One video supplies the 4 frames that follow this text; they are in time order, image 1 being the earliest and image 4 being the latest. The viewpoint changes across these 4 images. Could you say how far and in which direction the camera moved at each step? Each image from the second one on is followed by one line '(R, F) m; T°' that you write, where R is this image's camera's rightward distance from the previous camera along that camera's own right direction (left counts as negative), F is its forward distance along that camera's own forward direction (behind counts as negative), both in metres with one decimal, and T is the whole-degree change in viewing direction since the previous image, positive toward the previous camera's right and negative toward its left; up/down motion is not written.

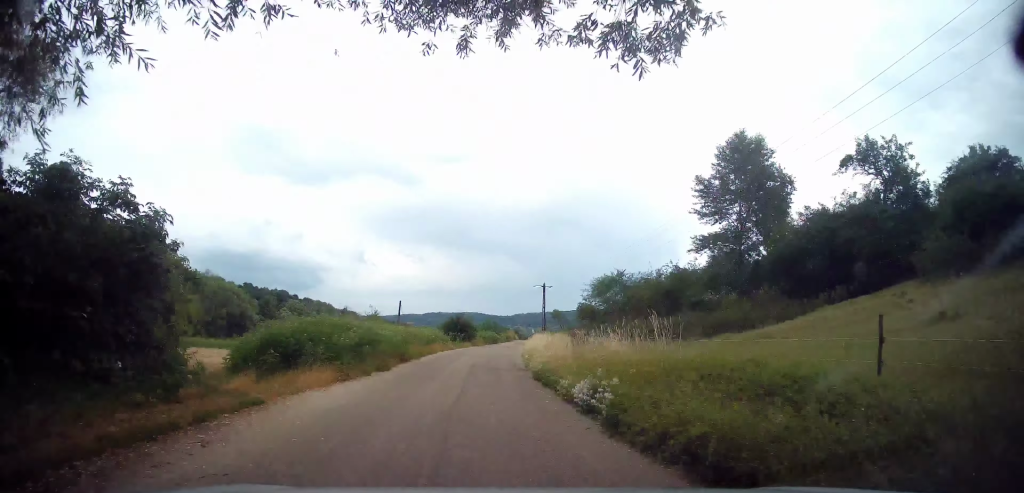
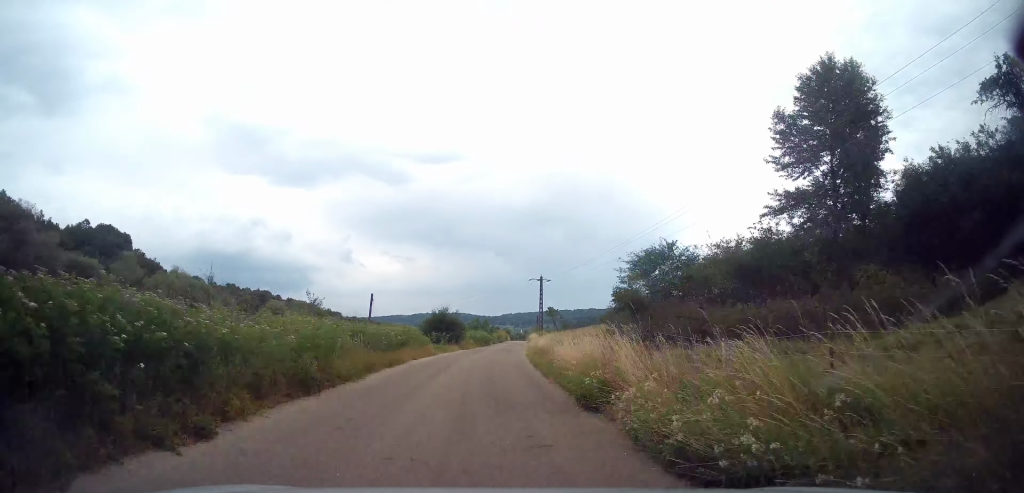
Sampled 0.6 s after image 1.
(+0.1, +11.1) m; +2°
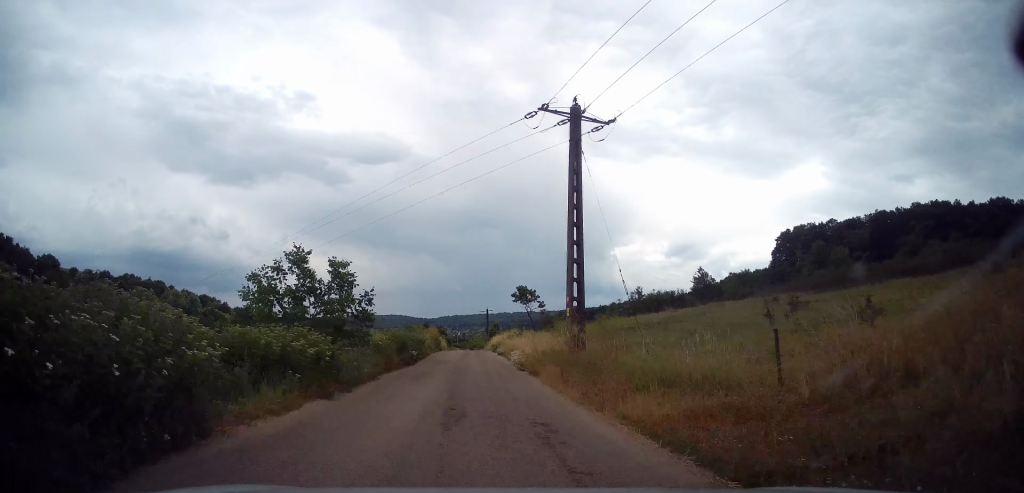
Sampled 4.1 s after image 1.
(+4.3, +64.3) m; +5°
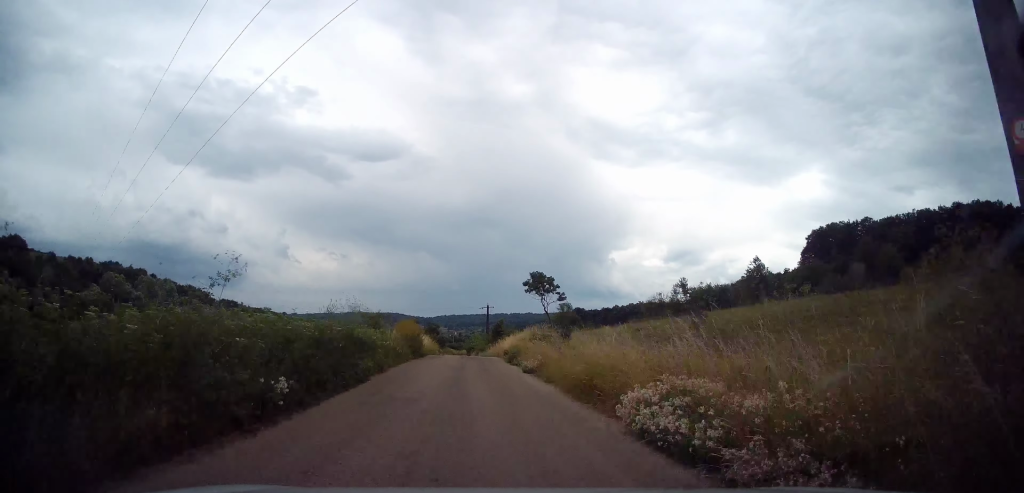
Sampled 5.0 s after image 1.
(+0.2, +17.6) m; +1°
